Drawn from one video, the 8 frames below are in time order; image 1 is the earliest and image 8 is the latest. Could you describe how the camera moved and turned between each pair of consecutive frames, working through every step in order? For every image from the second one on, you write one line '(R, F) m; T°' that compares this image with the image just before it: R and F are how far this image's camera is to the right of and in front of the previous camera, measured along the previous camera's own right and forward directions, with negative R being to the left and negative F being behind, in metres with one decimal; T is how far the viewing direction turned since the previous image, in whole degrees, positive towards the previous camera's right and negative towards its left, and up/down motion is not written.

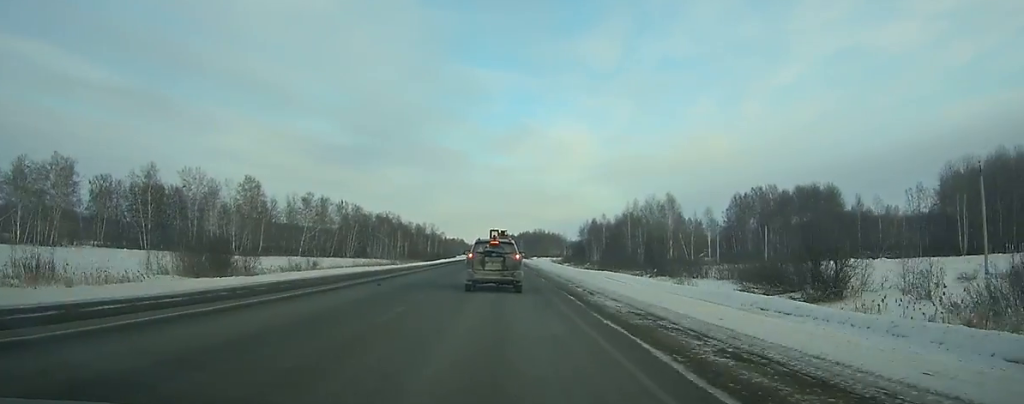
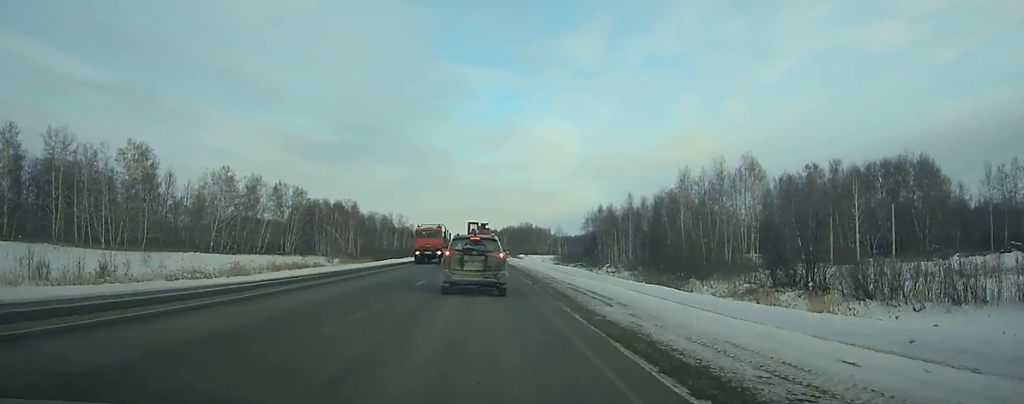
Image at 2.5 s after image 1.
(+0.2, +49.6) m; 0°
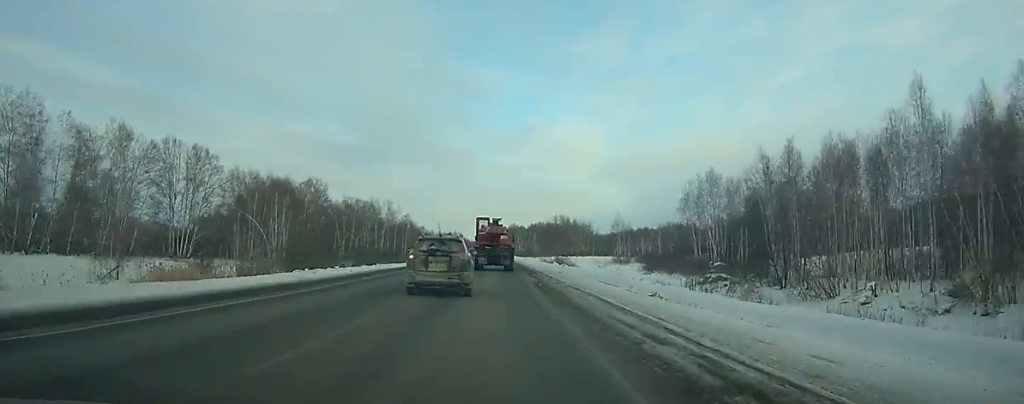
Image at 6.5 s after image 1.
(-0.6, +78.7) m; -2°
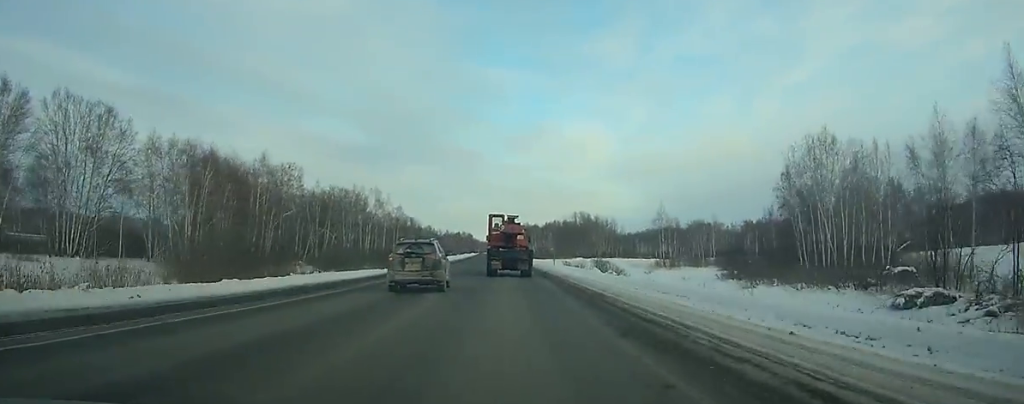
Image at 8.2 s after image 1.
(-0.7, +35.0) m; -1°
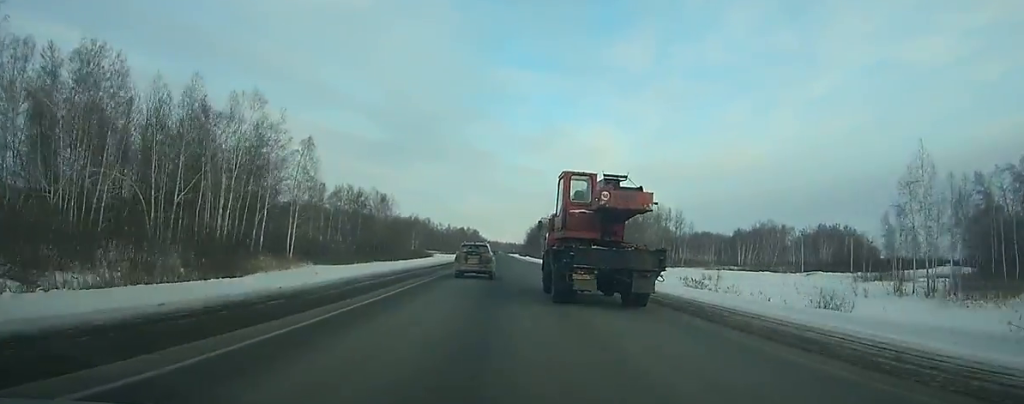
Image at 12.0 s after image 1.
(-1.2, +81.8) m; -1°
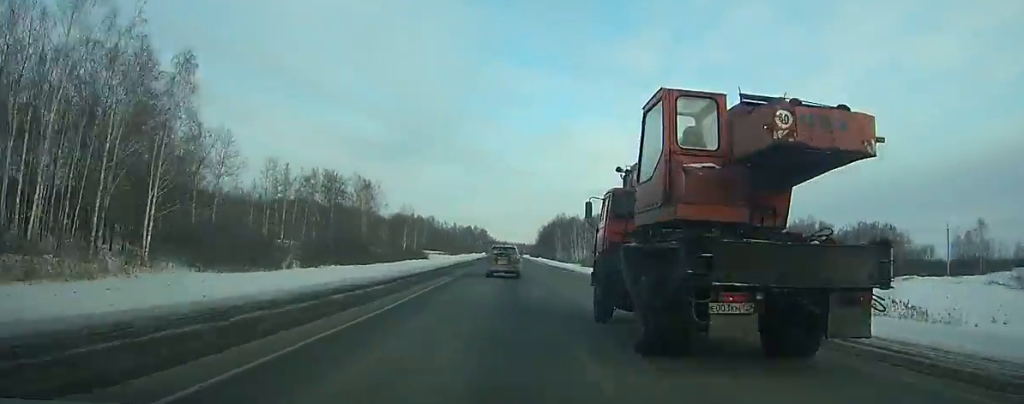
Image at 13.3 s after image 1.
(0.0, +29.7) m; 0°
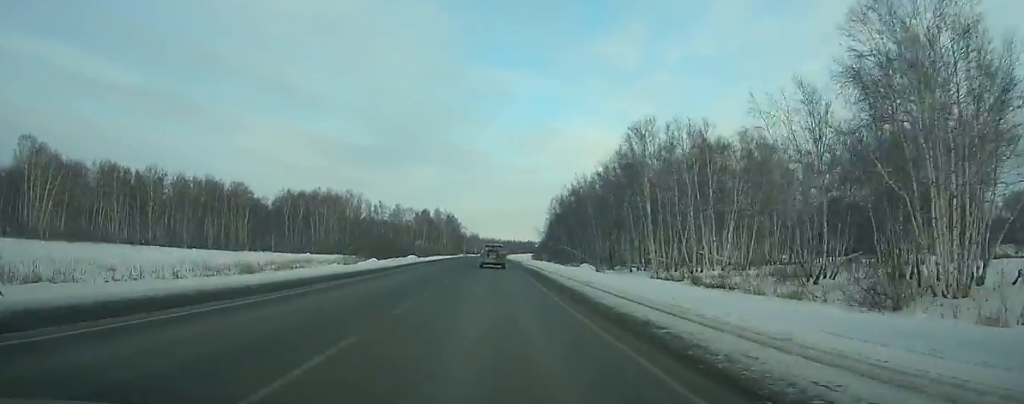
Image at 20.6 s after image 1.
(+2.5, +179.5) m; 0°
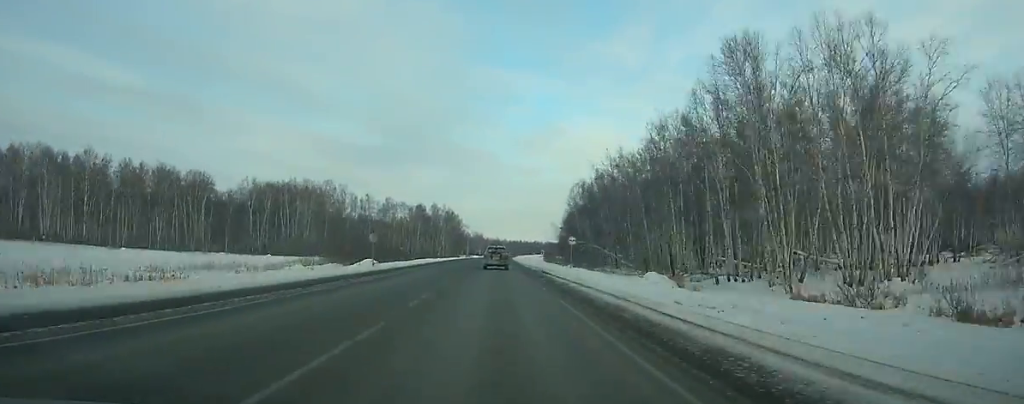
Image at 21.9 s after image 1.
(-0.1, +33.2) m; 0°
